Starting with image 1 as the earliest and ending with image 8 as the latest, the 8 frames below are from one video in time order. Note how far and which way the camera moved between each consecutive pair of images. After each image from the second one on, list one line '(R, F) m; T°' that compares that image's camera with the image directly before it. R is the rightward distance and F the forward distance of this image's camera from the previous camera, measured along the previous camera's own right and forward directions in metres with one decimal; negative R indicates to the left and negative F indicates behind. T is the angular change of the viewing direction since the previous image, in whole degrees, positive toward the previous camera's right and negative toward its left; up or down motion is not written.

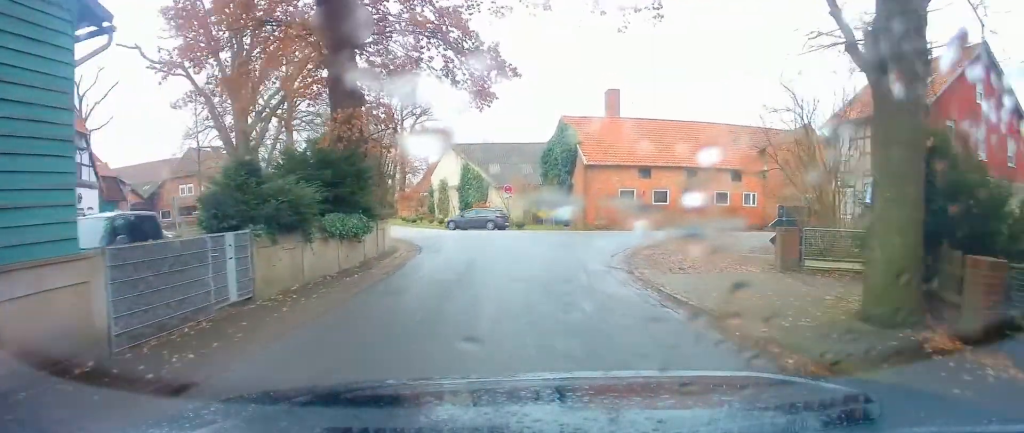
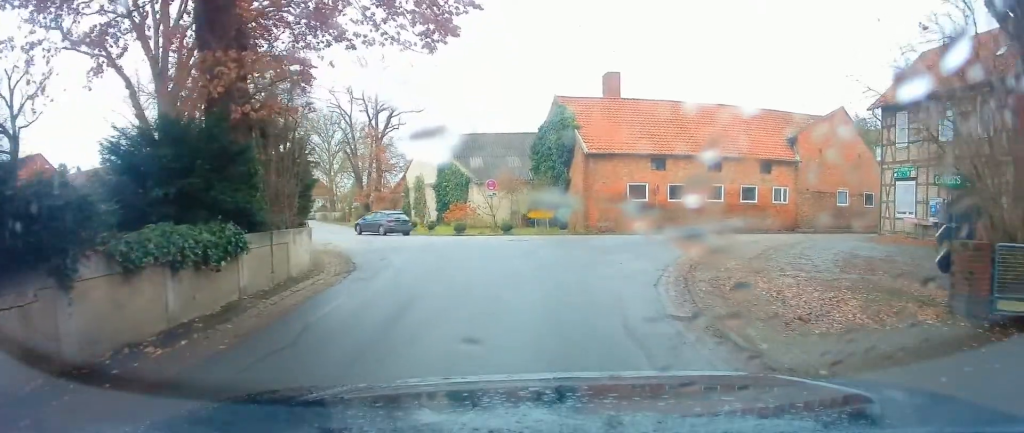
(+0.2, +7.0) m; +6°
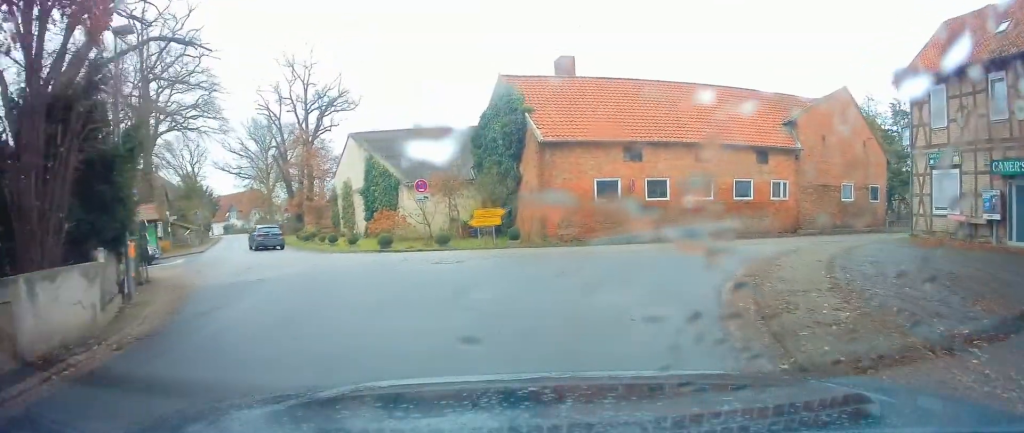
(+0.4, +6.5) m; +7°
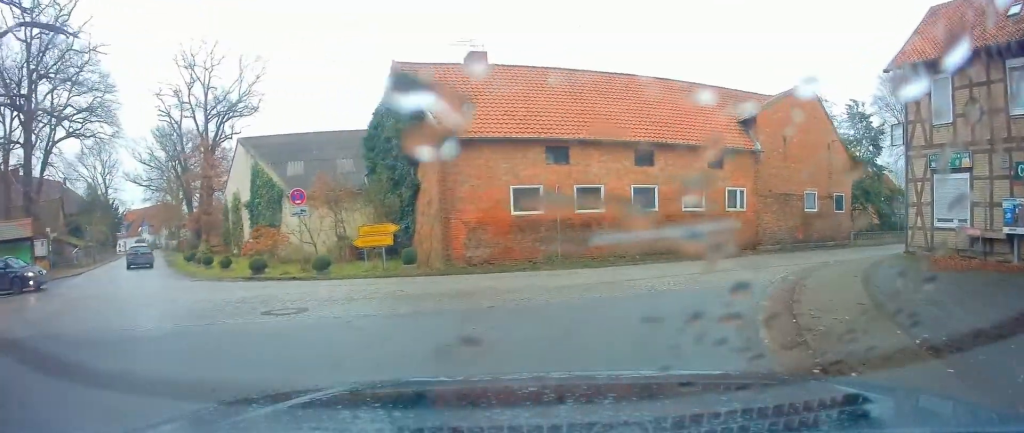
(+0.2, +4.9) m; +8°
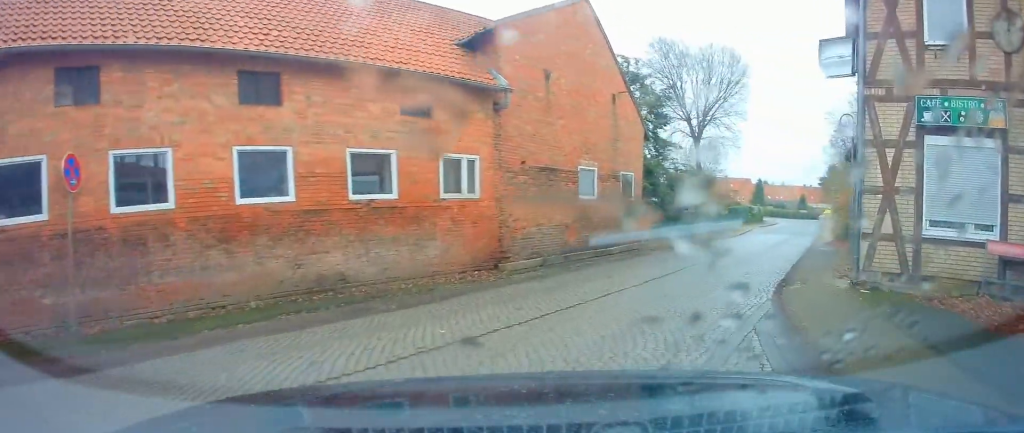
(+3.3, +10.8) m; +36°
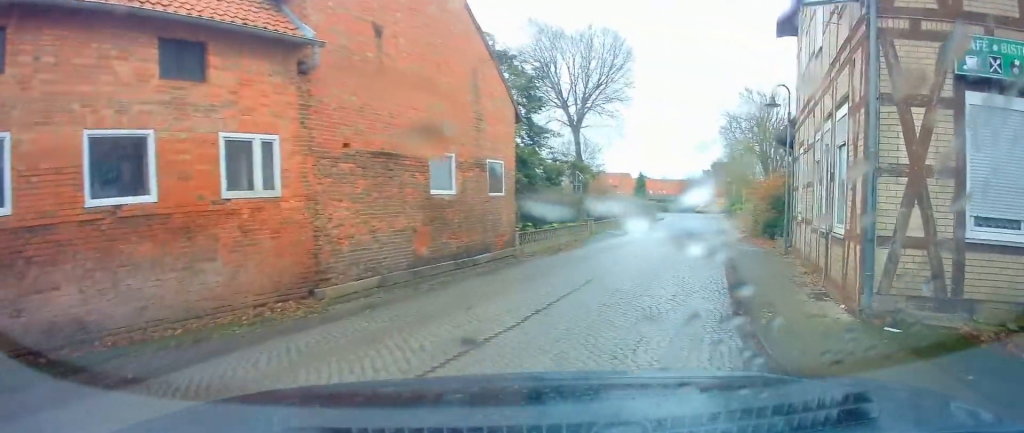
(+0.5, +4.2) m; +8°
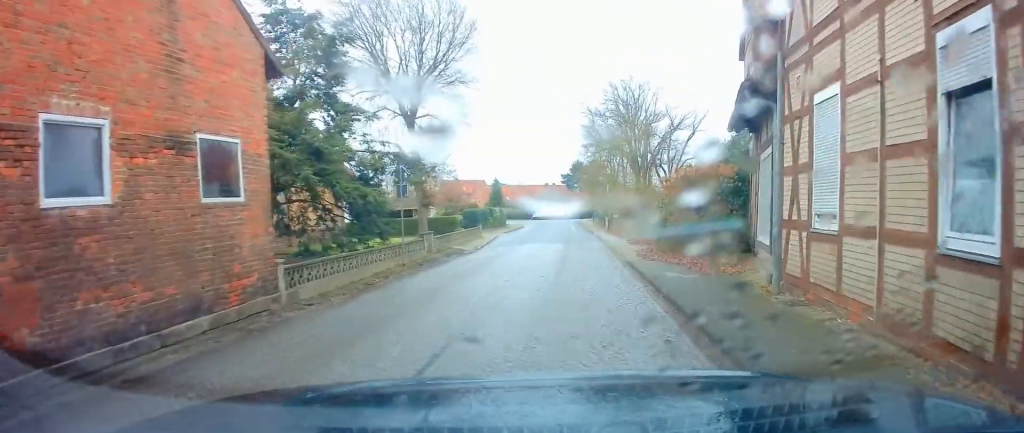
(+0.9, +7.8) m; +9°
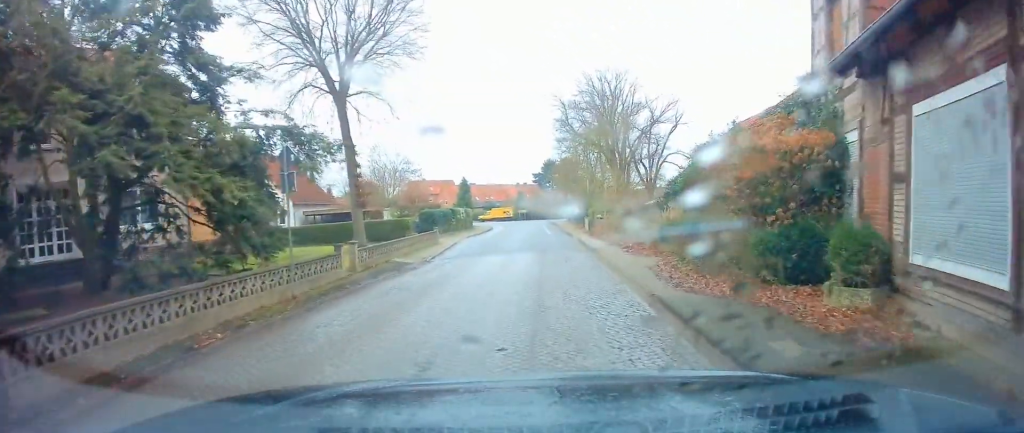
(+0.2, +6.7) m; +2°
